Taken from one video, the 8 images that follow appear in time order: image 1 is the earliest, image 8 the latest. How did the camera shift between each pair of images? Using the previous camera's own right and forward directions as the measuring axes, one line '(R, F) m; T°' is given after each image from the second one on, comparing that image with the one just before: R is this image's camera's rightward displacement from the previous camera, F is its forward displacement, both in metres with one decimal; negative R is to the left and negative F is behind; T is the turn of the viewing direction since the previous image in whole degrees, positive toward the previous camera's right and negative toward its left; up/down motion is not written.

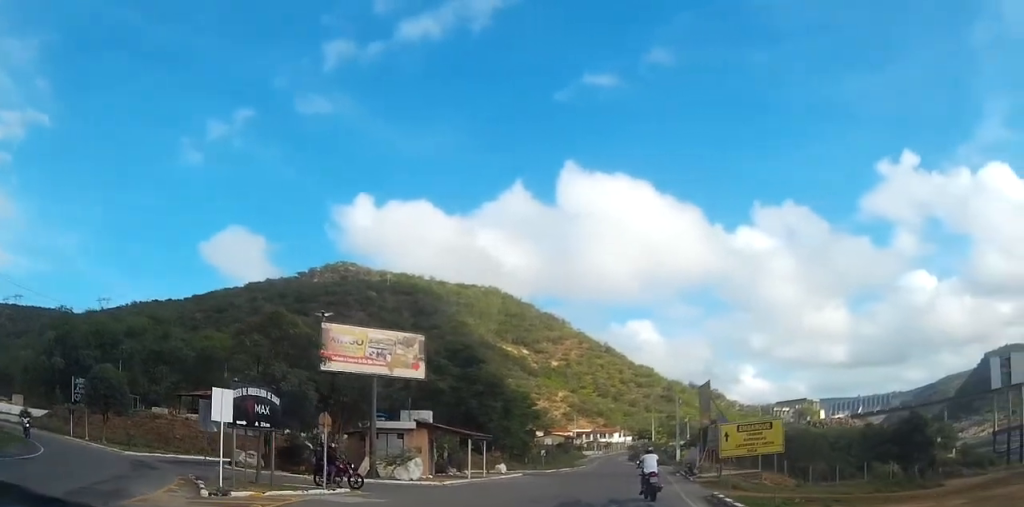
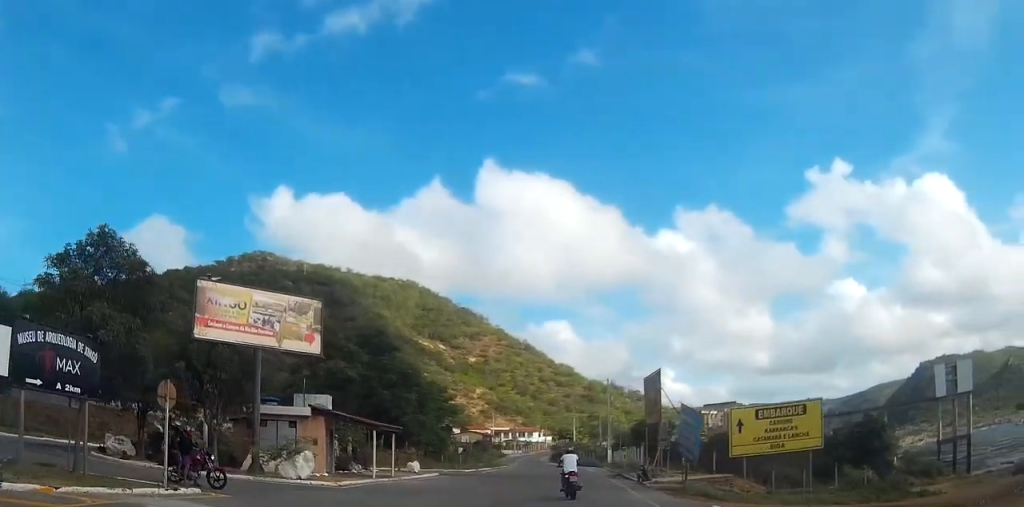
(+0.1, +6.8) m; +4°
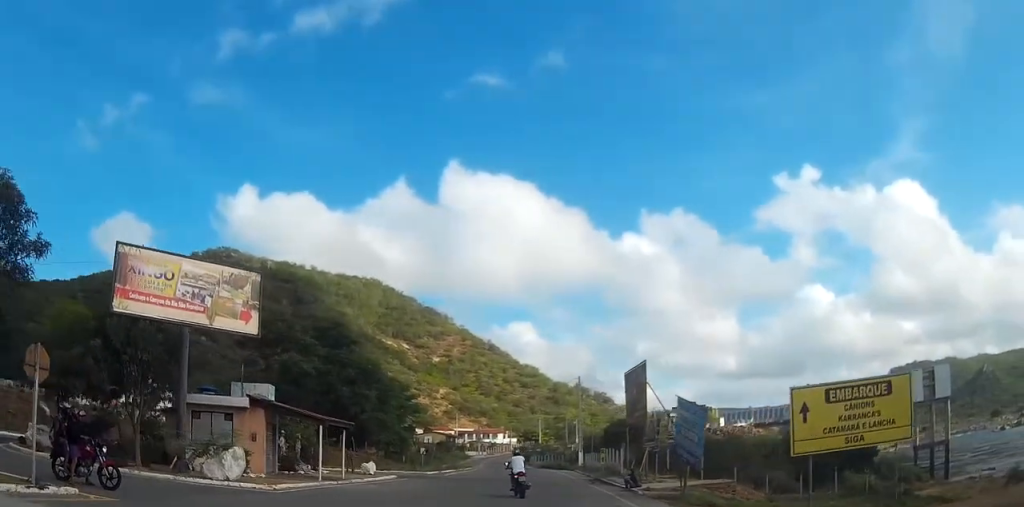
(+0.2, +4.4) m; +2°
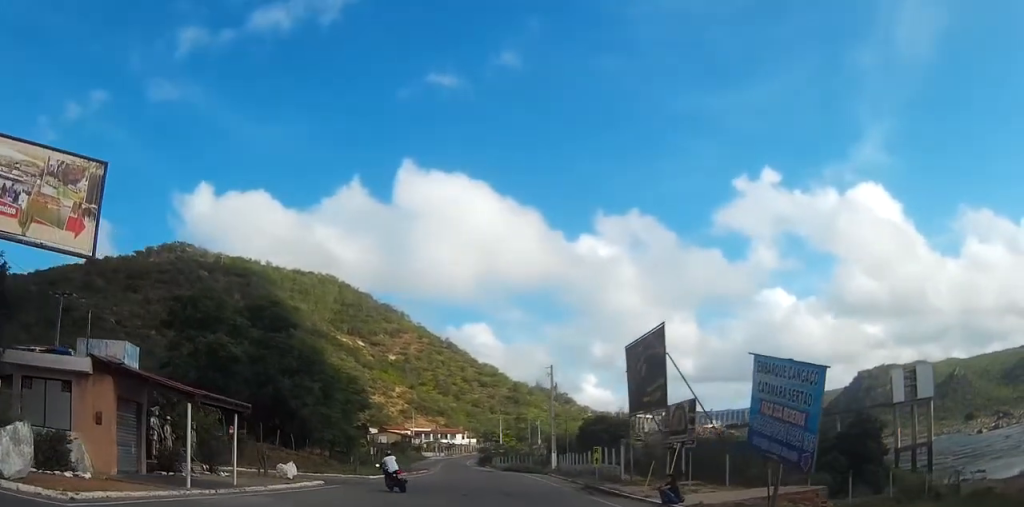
(+0.1, +10.3) m; 0°
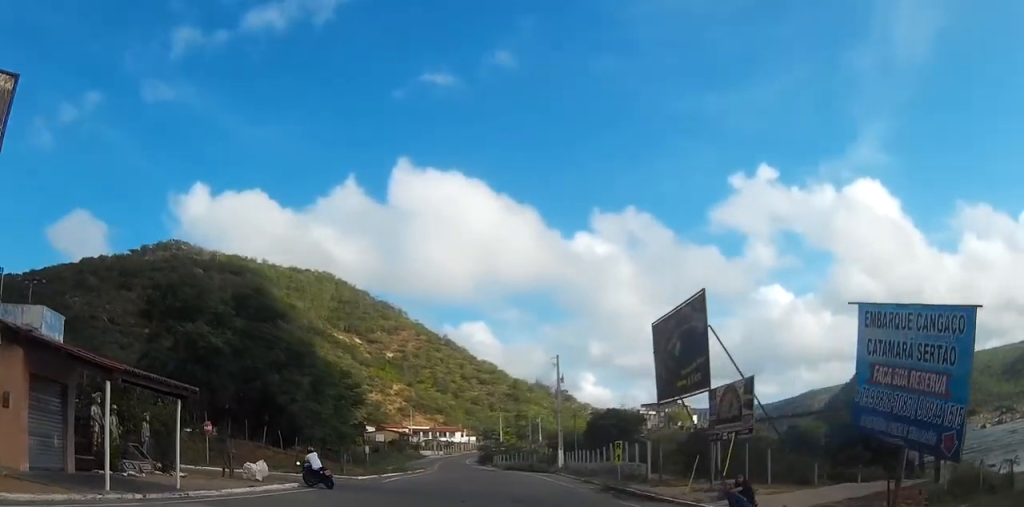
(0.0, +4.6) m; 0°
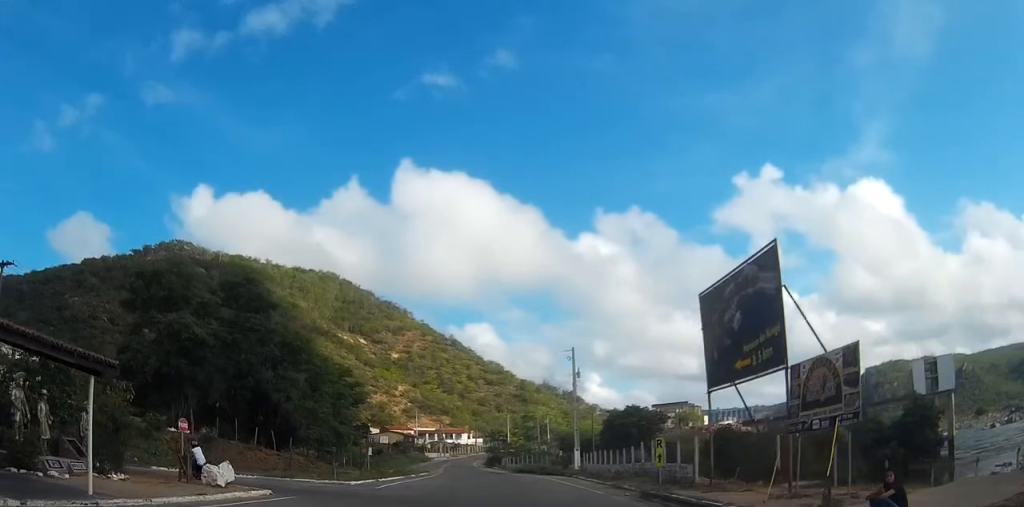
(0.0, +4.8) m; -1°
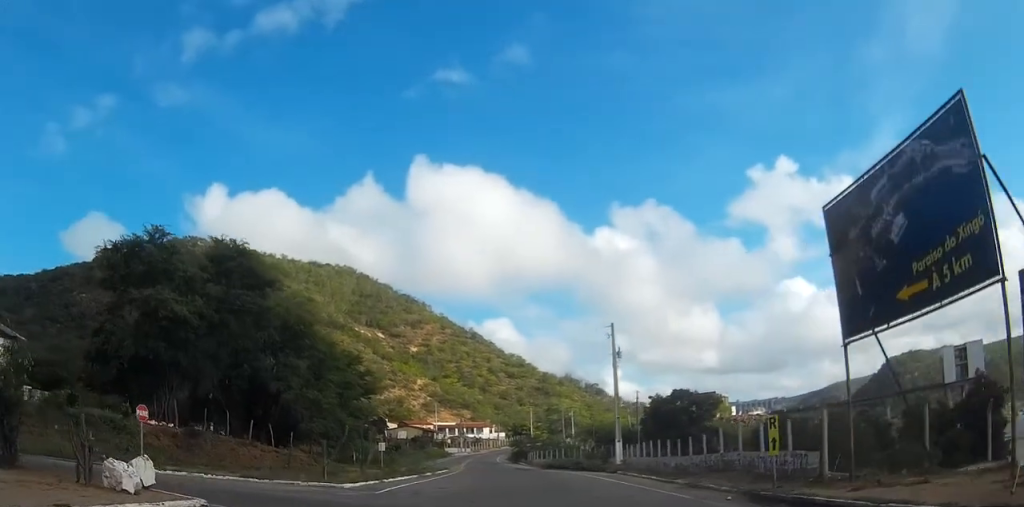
(-0.2, +7.2) m; -14°
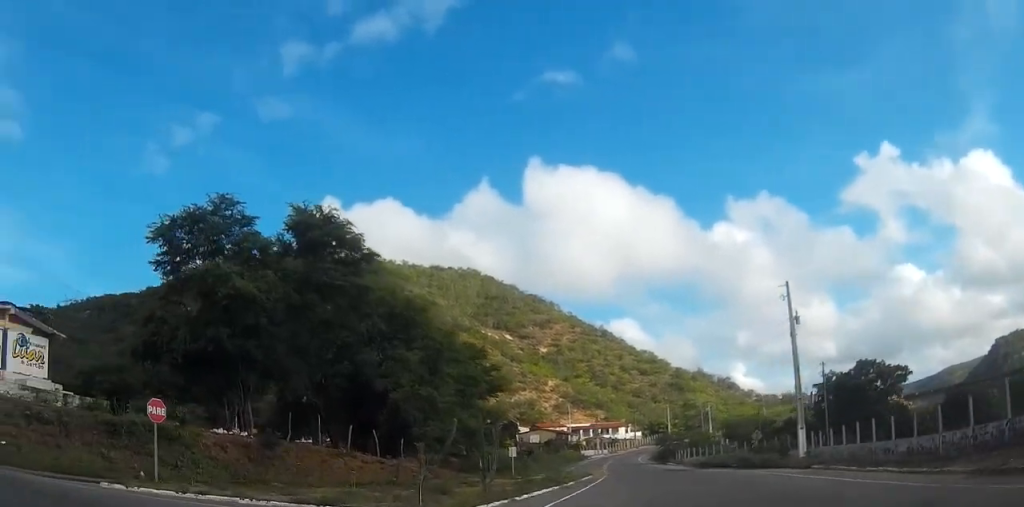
(-2.2, +9.0) m; -17°
